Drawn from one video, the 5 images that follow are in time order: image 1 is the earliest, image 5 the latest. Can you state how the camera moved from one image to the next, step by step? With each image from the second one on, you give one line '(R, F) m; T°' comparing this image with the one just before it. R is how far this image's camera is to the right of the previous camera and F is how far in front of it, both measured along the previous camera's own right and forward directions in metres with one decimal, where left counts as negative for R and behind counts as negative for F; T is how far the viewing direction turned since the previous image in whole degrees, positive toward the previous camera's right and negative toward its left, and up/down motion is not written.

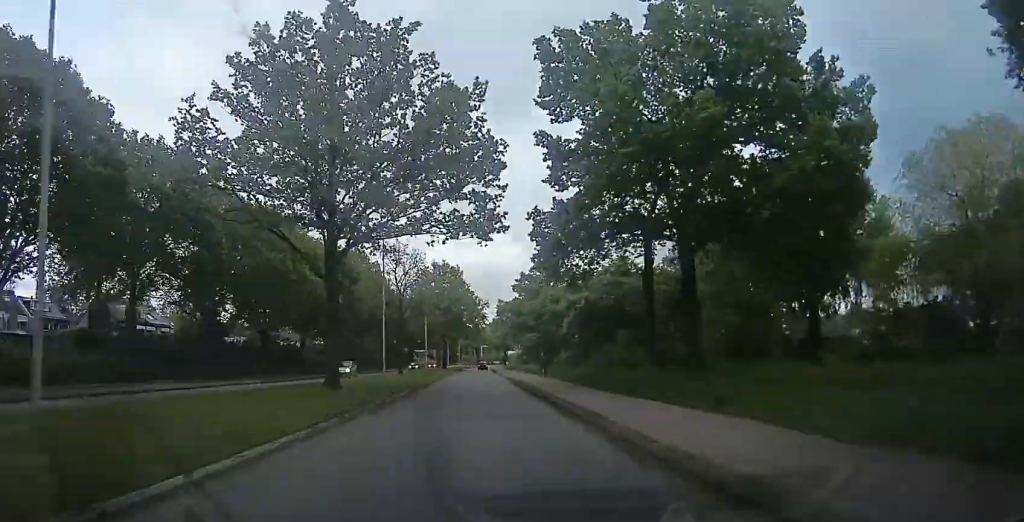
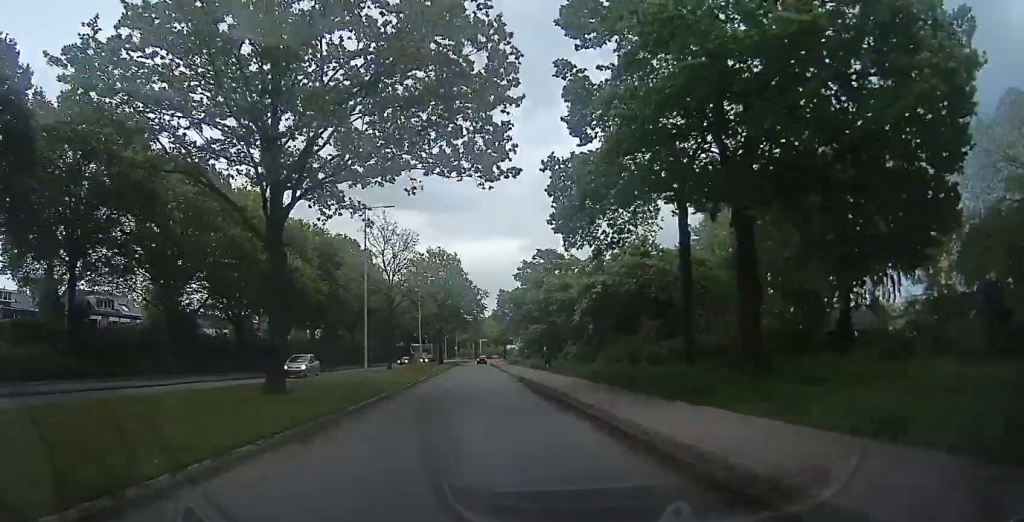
(-0.1, +6.4) m; +2°
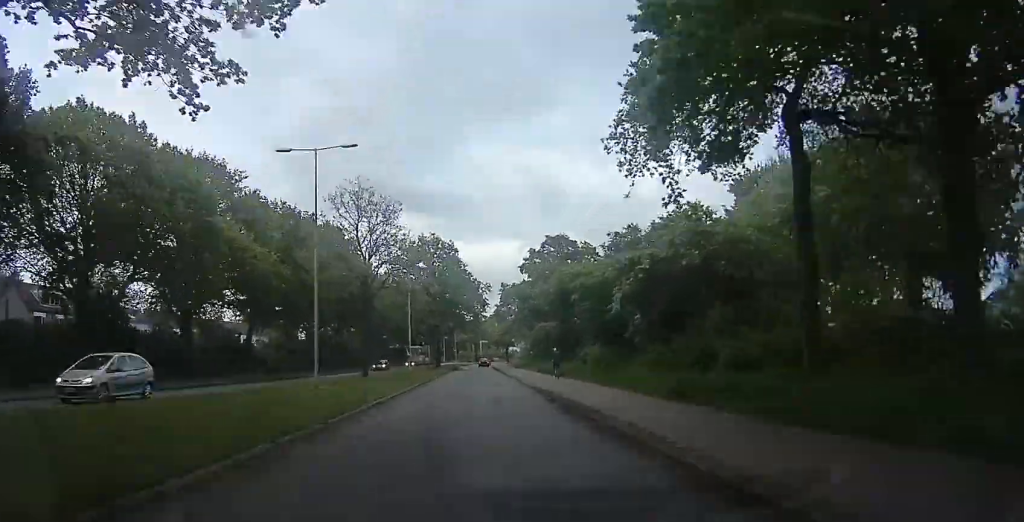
(+0.4, +11.1) m; +3°
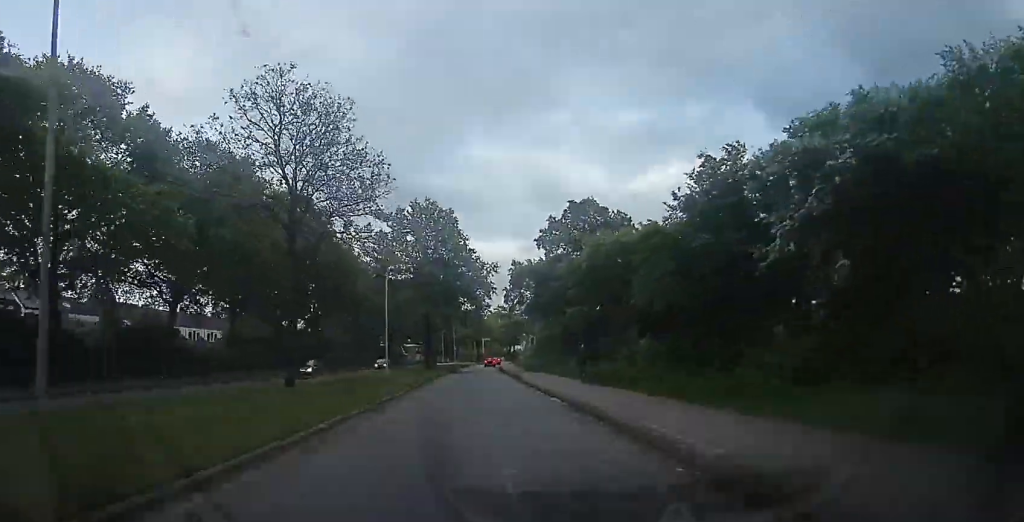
(+0.4, +16.3) m; -1°
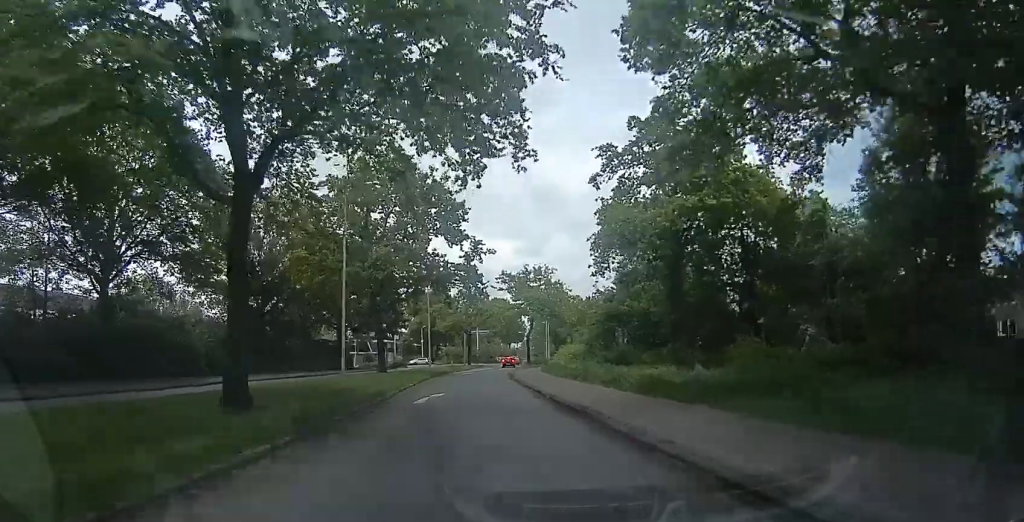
(-1.4, +45.2) m; +2°
